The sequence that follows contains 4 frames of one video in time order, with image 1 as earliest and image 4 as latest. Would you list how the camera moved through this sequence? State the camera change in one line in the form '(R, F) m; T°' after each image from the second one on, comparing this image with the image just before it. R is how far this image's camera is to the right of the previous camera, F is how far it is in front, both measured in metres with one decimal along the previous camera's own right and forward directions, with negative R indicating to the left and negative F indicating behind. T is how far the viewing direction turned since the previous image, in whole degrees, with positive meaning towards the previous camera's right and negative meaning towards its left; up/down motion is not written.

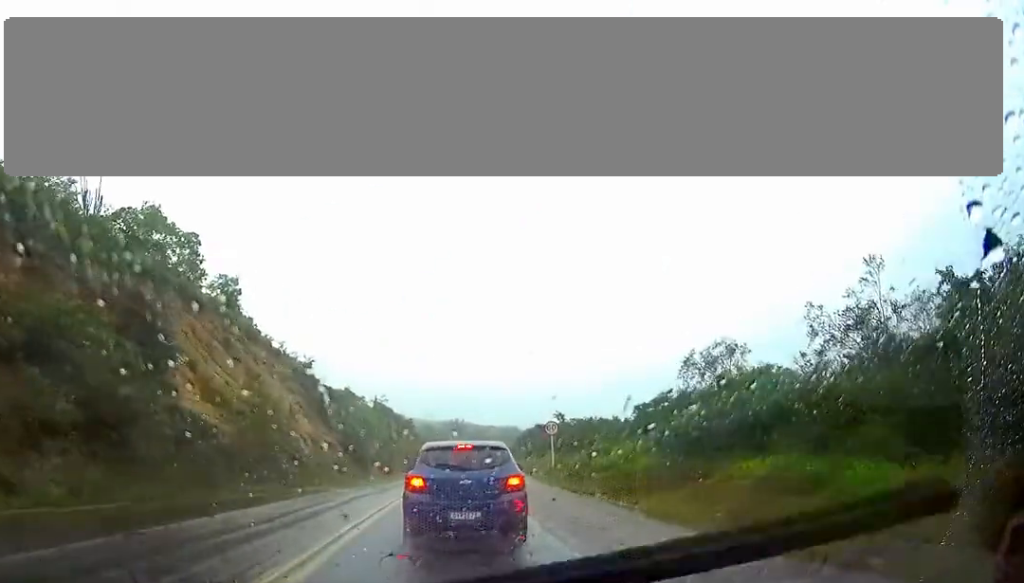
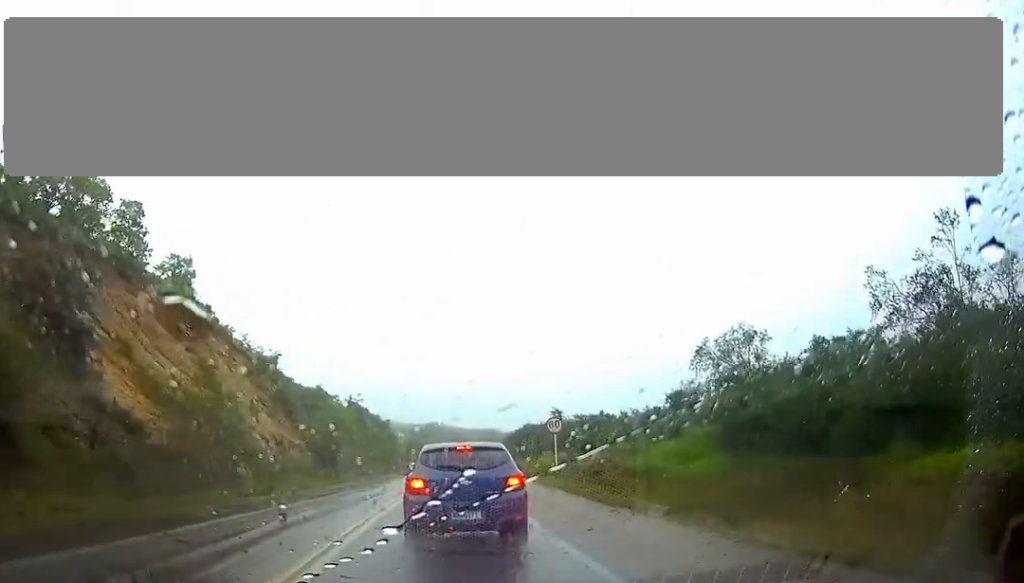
(+0.2, +9.2) m; +2°
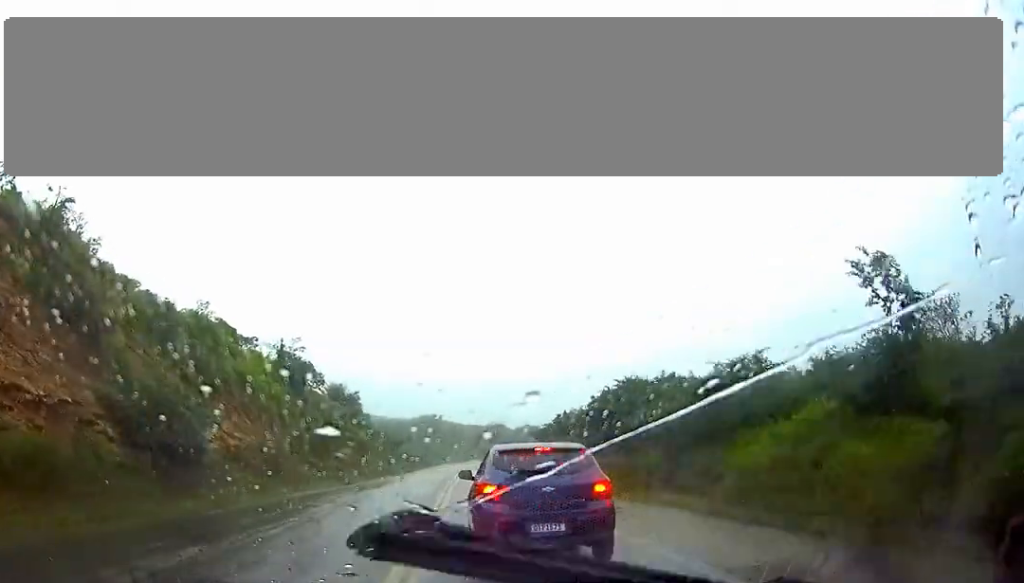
(+1.5, +51.6) m; +1°
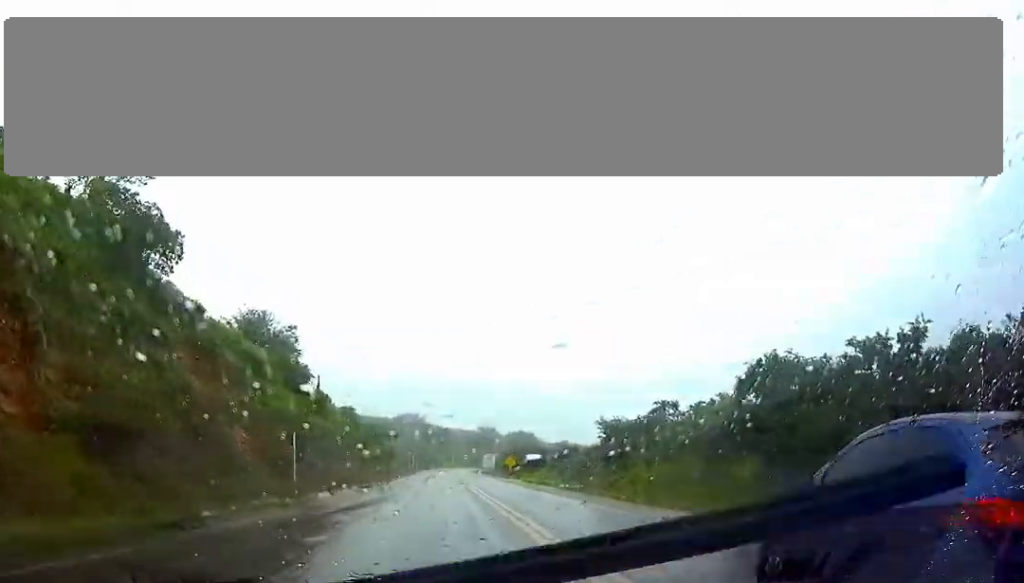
(-0.3, +40.3) m; +2°
